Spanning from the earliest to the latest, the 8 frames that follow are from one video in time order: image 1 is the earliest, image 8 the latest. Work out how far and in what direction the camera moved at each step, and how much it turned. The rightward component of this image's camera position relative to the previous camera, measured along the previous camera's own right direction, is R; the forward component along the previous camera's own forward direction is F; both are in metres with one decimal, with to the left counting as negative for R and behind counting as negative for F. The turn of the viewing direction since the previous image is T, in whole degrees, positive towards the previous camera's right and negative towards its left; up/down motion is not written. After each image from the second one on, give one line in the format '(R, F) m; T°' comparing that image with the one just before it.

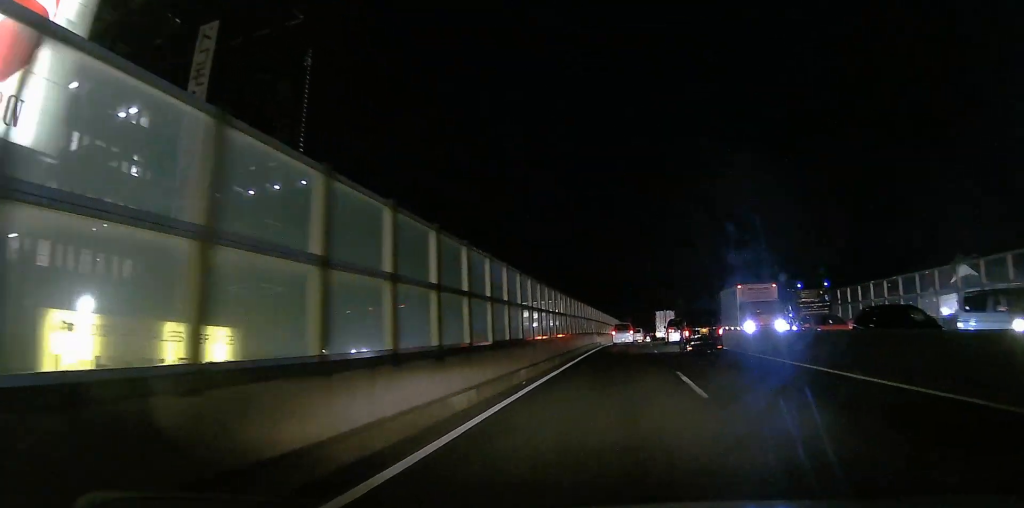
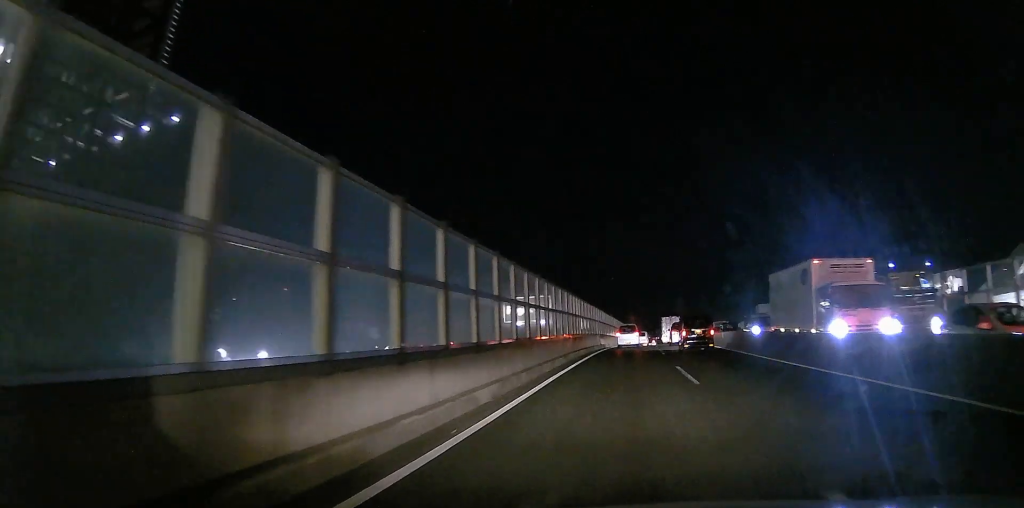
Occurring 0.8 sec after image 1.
(+0.9, +12.4) m; +4°
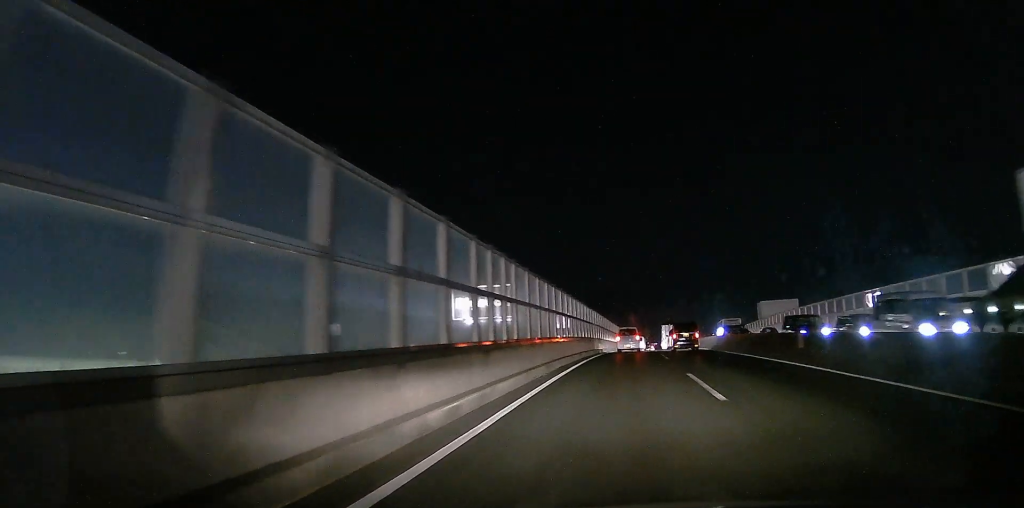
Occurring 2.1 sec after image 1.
(0.0, +18.4) m; 0°
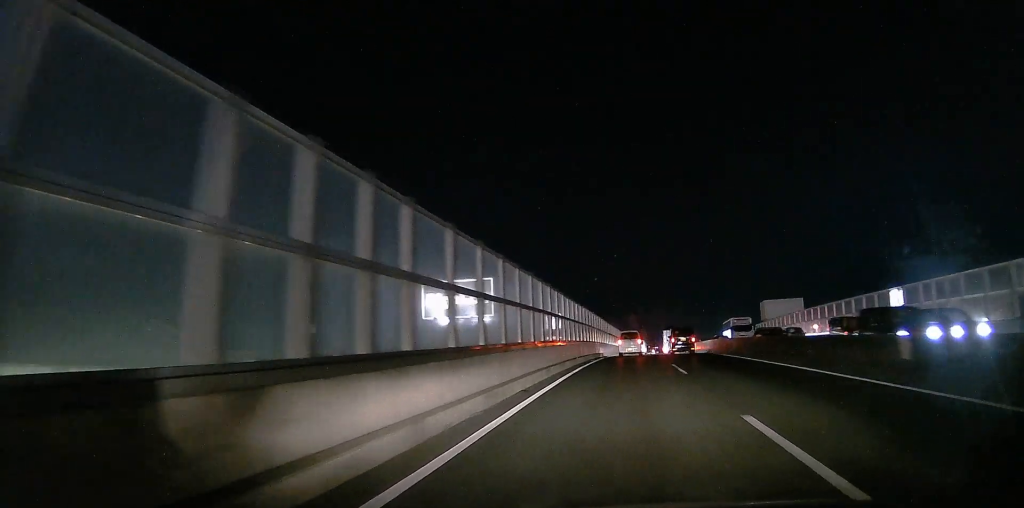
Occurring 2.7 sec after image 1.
(0.0, +7.9) m; 0°
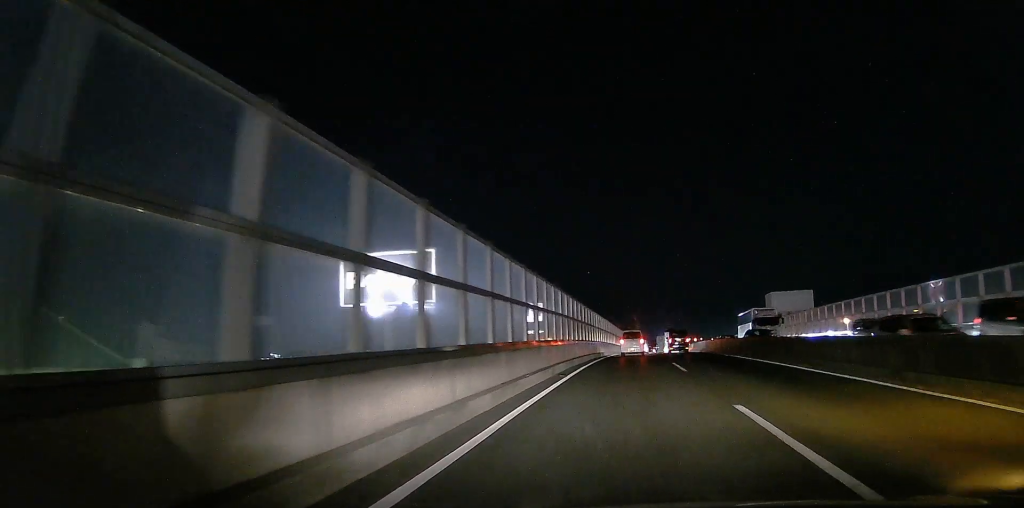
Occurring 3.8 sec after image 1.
(+0.1, +13.7) m; +2°
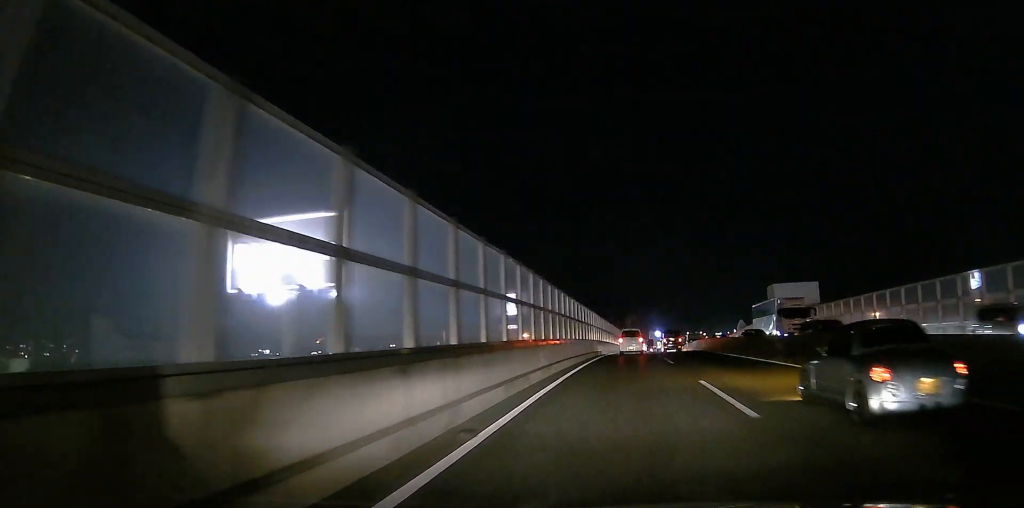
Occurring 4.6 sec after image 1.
(+0.3, +10.5) m; +2°
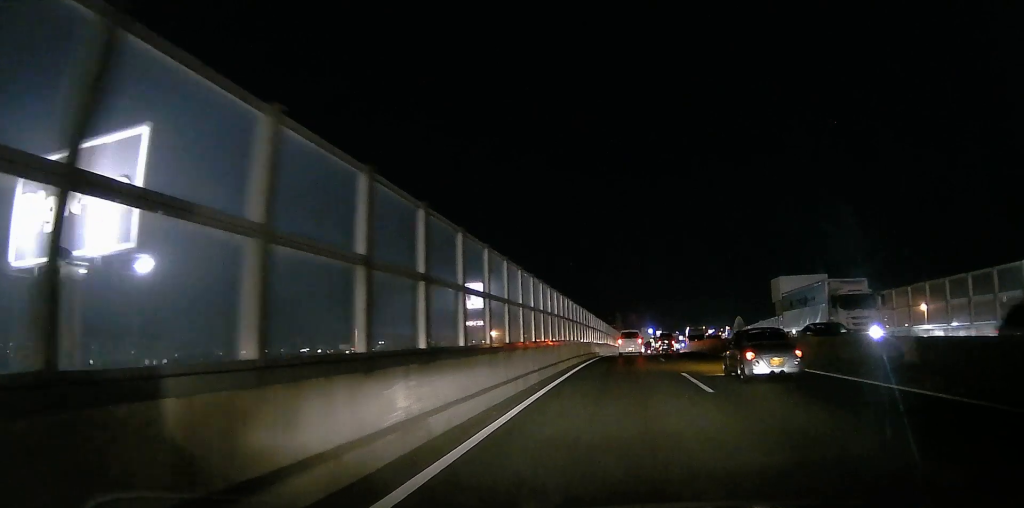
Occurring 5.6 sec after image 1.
(0.0, +11.5) m; 0°
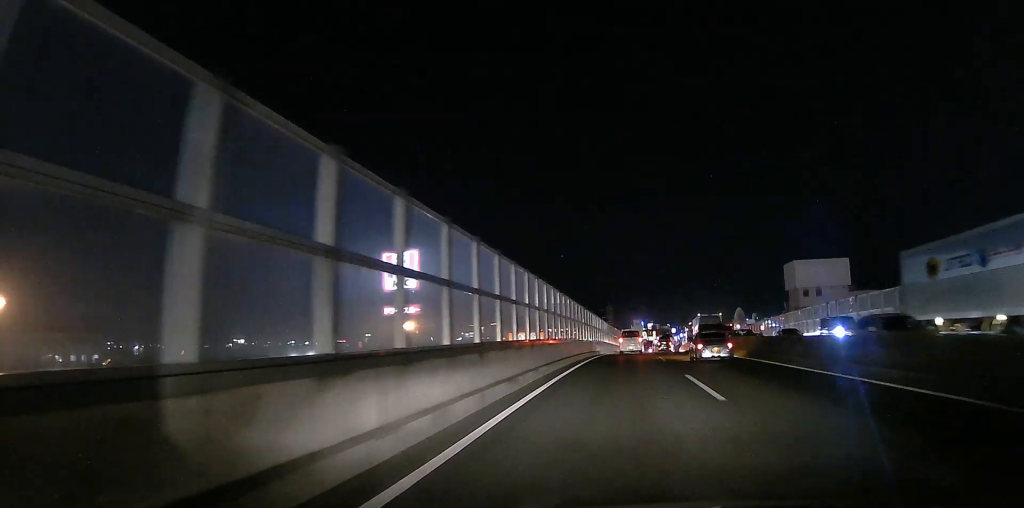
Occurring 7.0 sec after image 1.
(0.0, +16.9) m; -1°
